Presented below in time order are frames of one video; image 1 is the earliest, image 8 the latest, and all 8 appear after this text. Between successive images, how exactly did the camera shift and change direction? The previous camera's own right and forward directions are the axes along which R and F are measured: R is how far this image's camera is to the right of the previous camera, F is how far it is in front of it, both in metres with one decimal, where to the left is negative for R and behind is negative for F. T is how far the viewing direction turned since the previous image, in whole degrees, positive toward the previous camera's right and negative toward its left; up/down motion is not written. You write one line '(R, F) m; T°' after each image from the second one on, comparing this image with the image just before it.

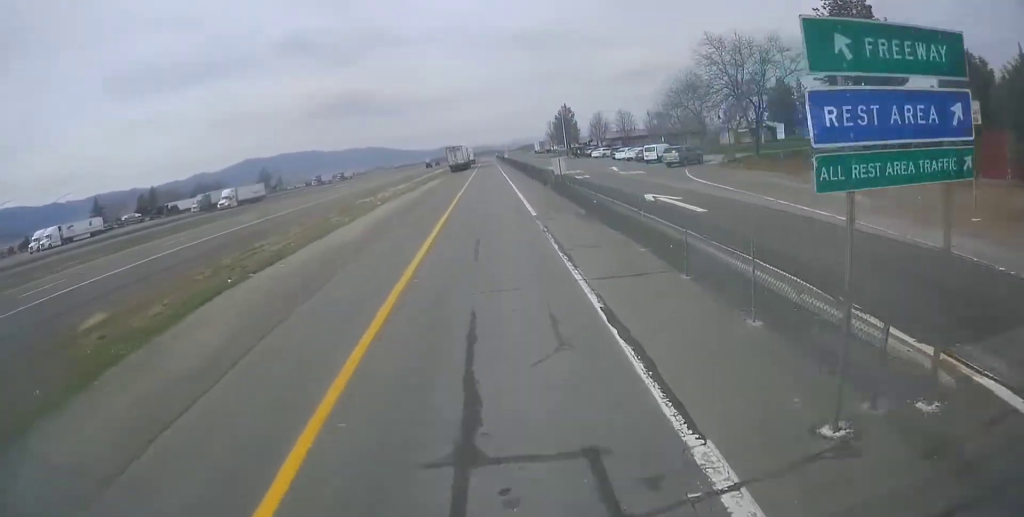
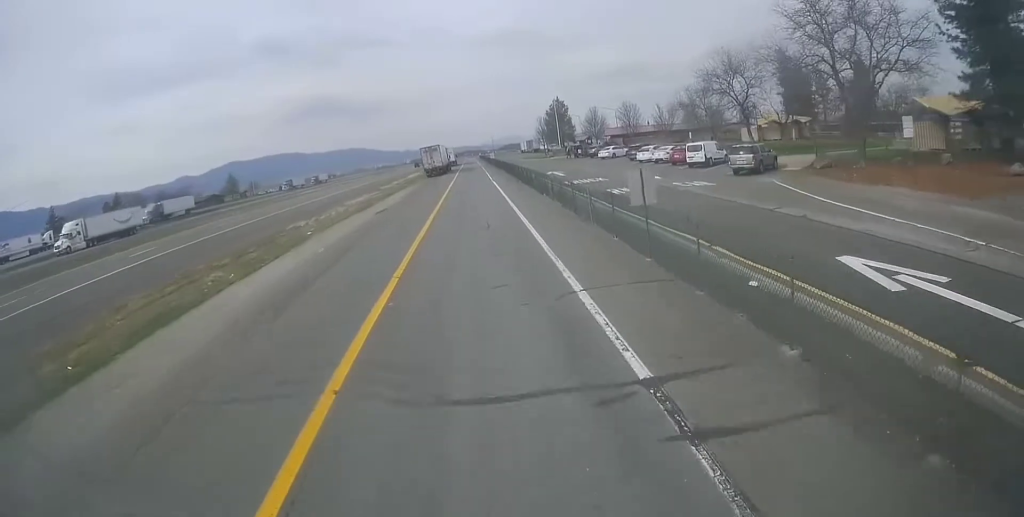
(-0.2, +15.1) m; 0°
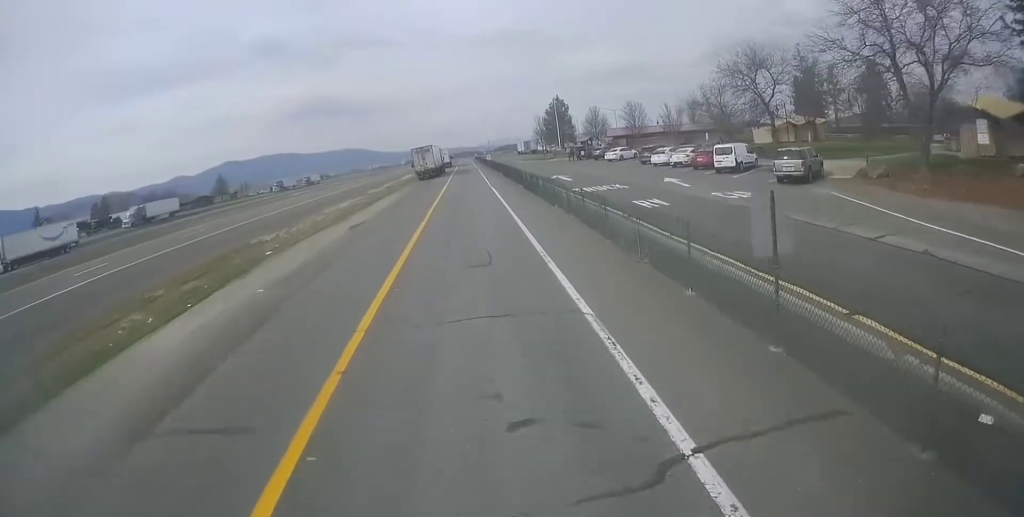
(0.0, +5.5) m; +1°
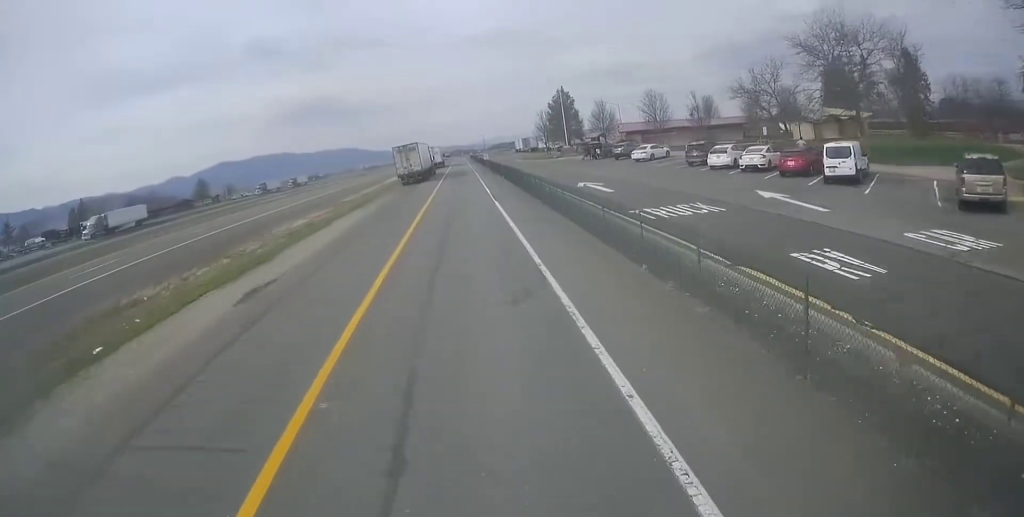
(+0.2, +12.6) m; +1°
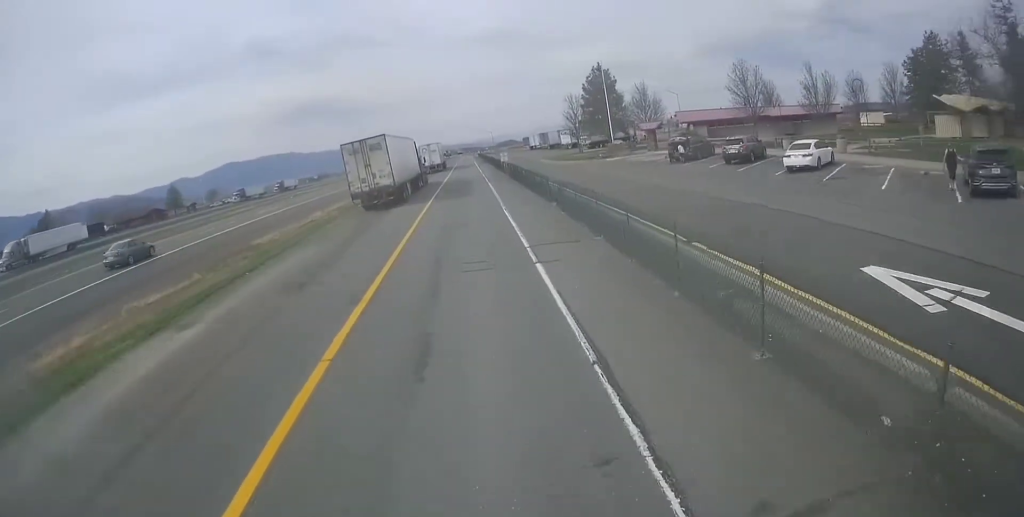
(+0.4, +25.0) m; +1°
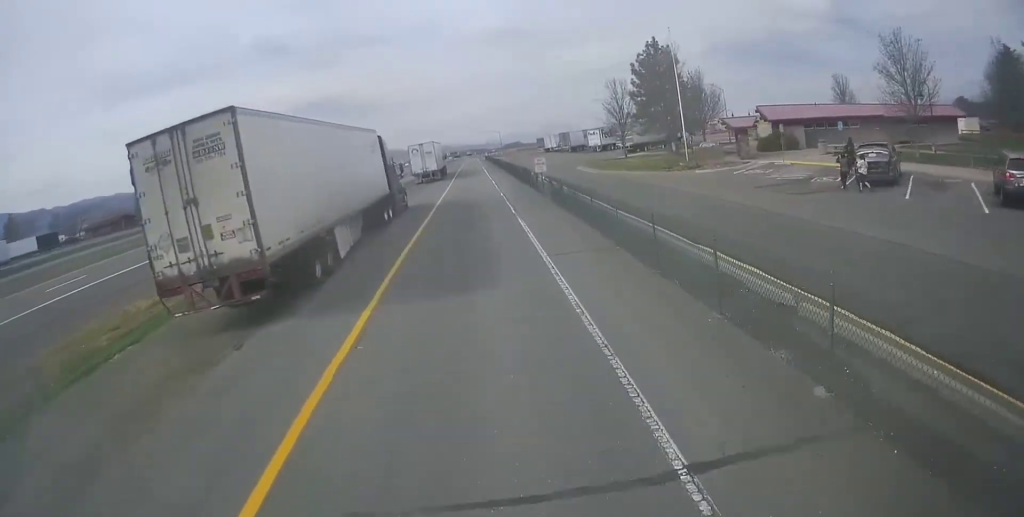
(-0.2, +21.5) m; -1°
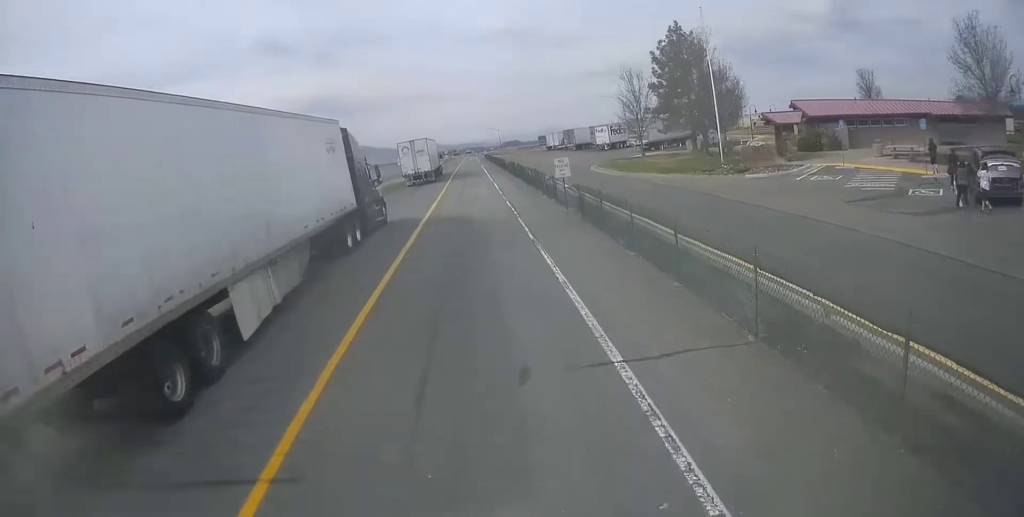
(-0.2, +6.9) m; 0°
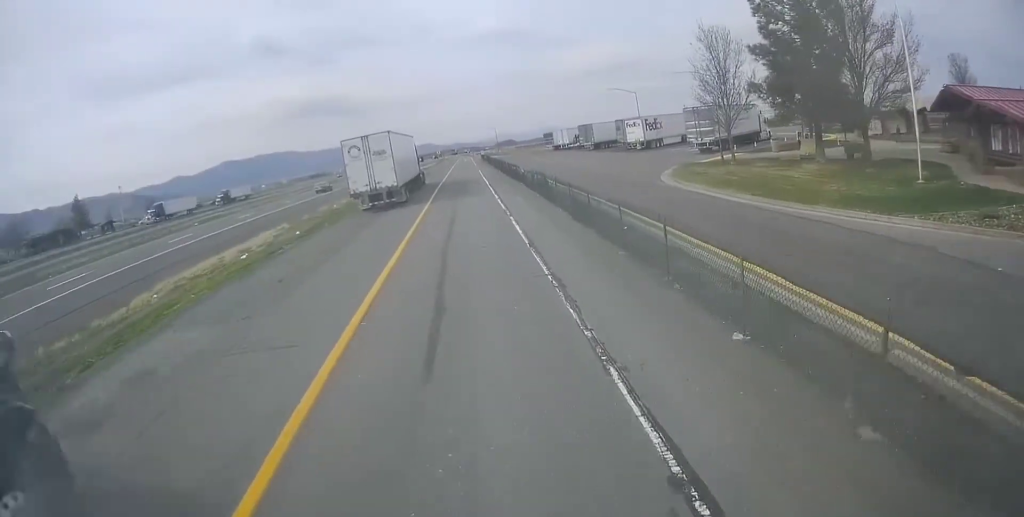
(+0.5, +20.1) m; +1°
